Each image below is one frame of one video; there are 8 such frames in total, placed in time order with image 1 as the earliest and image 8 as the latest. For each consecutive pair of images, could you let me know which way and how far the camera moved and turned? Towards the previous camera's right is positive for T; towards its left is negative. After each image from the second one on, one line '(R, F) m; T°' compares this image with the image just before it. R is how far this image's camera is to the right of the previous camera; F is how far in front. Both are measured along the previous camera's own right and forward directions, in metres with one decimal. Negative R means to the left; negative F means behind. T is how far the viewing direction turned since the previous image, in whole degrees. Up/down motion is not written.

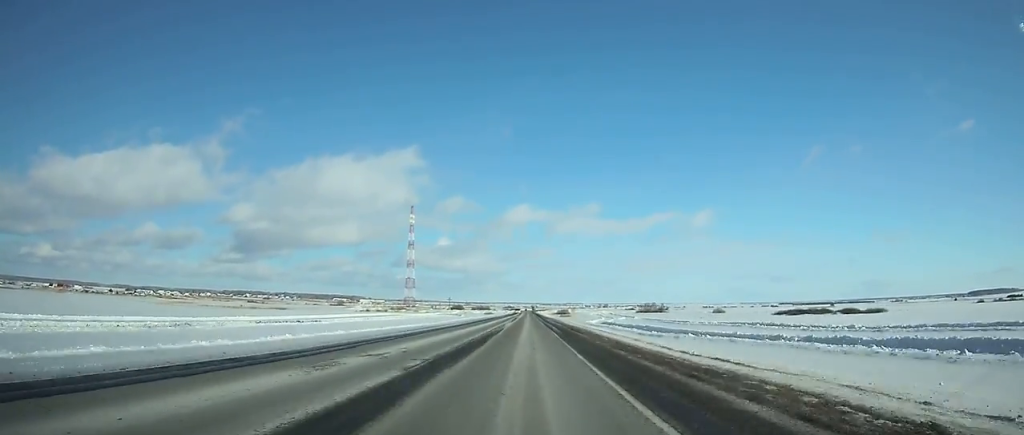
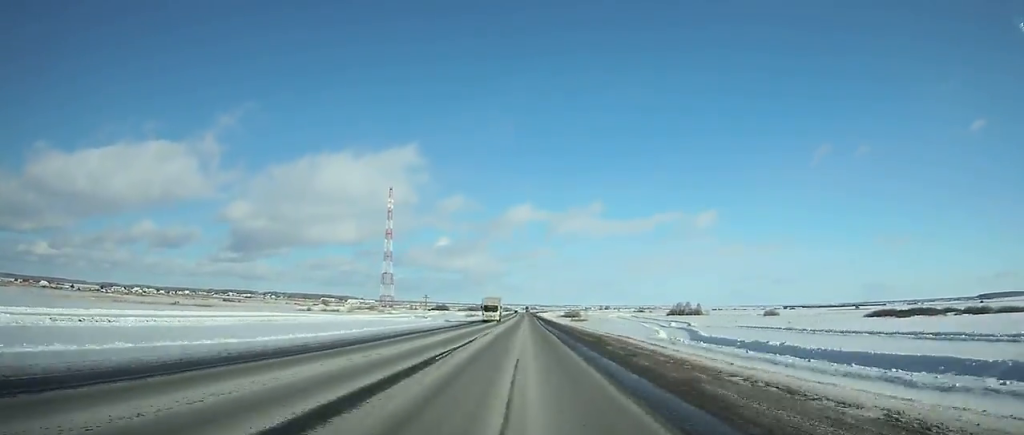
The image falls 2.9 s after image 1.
(-0.3, +94.0) m; 0°
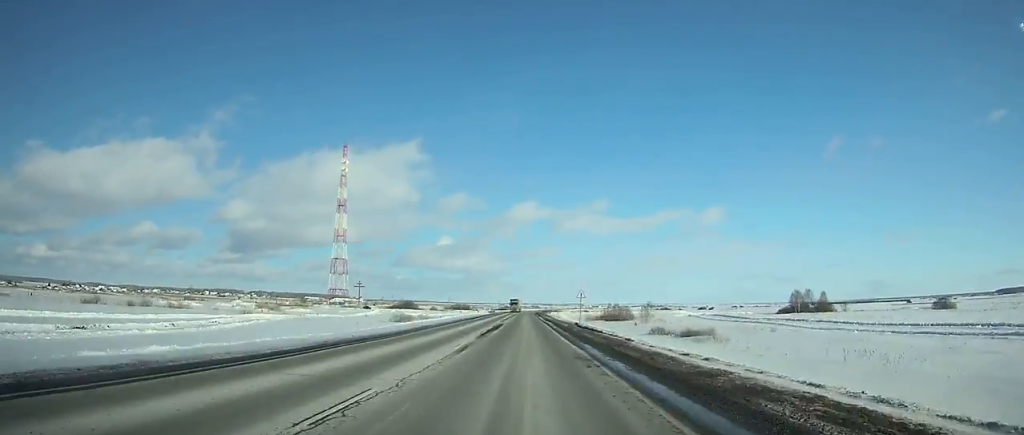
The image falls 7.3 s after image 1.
(0.0, +141.0) m; 0°
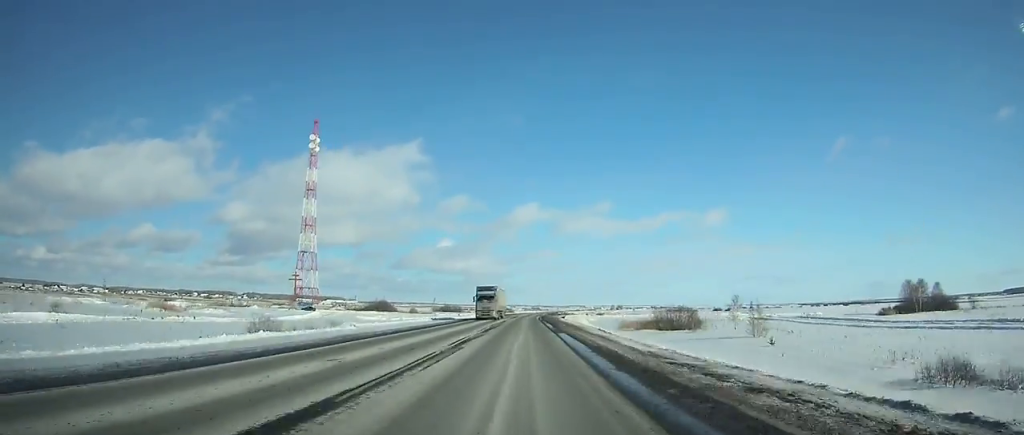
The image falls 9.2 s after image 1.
(-0.1, +60.2) m; 0°
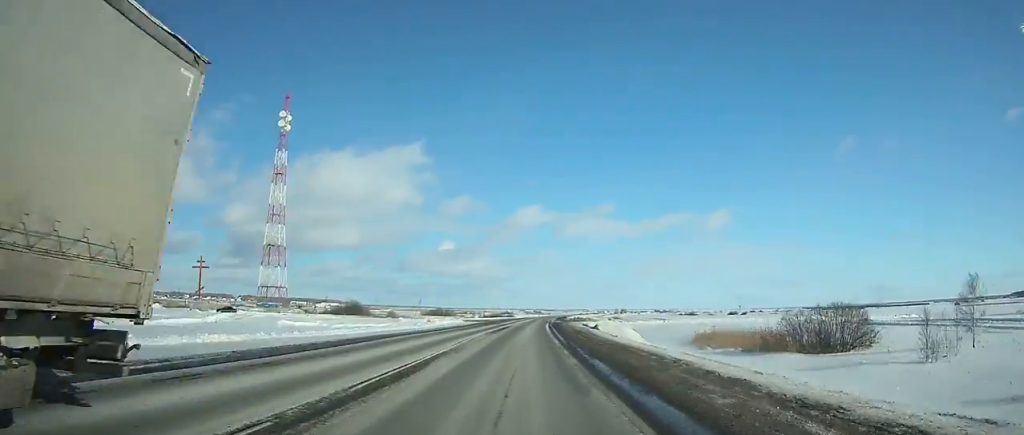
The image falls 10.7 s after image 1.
(+0.1, +47.2) m; +1°
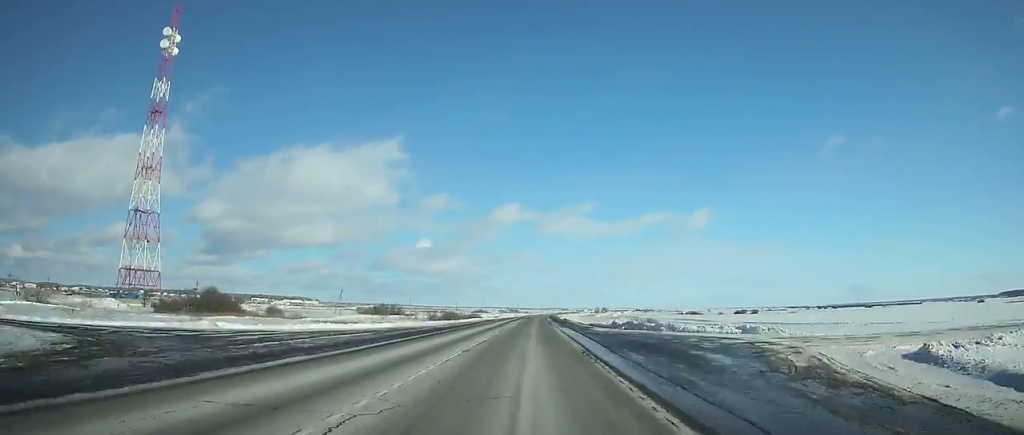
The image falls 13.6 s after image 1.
(+0.8, +90.5) m; +1°
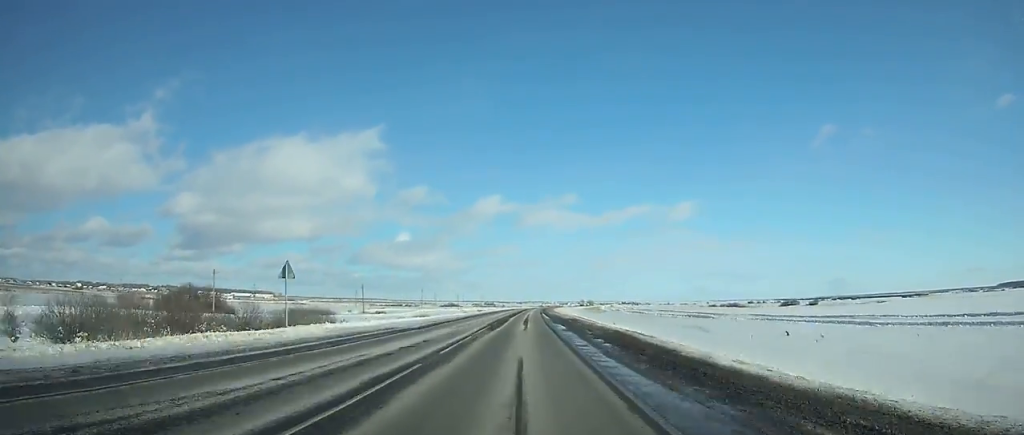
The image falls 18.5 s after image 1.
(+3.2, +151.8) m; +2°
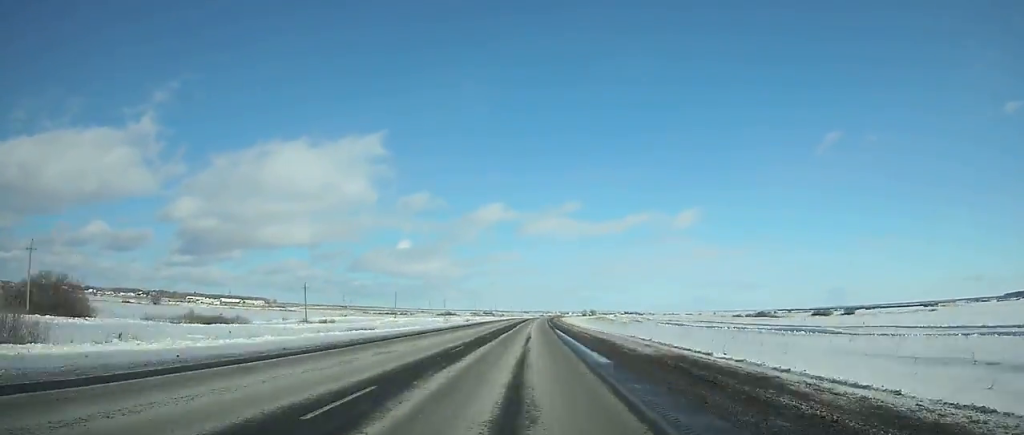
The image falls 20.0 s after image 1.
(+0.4, +46.4) m; +1°
